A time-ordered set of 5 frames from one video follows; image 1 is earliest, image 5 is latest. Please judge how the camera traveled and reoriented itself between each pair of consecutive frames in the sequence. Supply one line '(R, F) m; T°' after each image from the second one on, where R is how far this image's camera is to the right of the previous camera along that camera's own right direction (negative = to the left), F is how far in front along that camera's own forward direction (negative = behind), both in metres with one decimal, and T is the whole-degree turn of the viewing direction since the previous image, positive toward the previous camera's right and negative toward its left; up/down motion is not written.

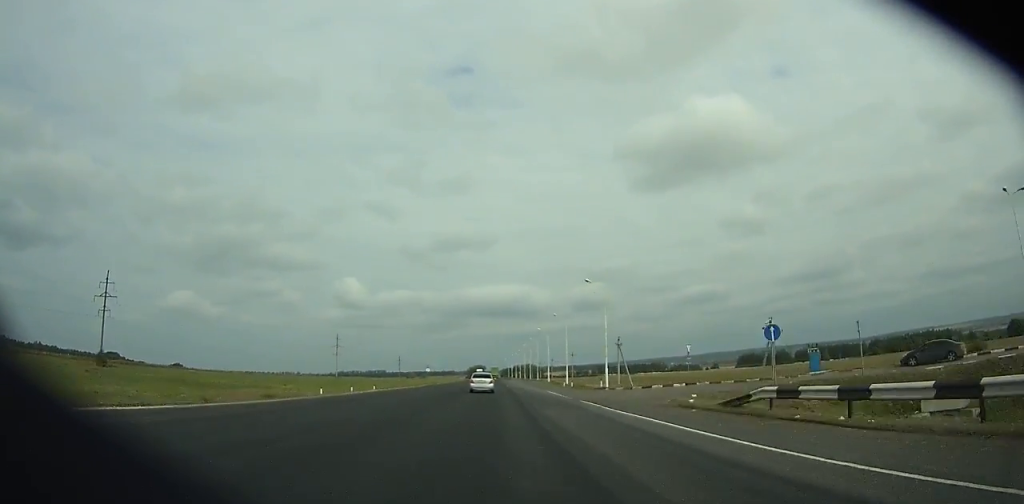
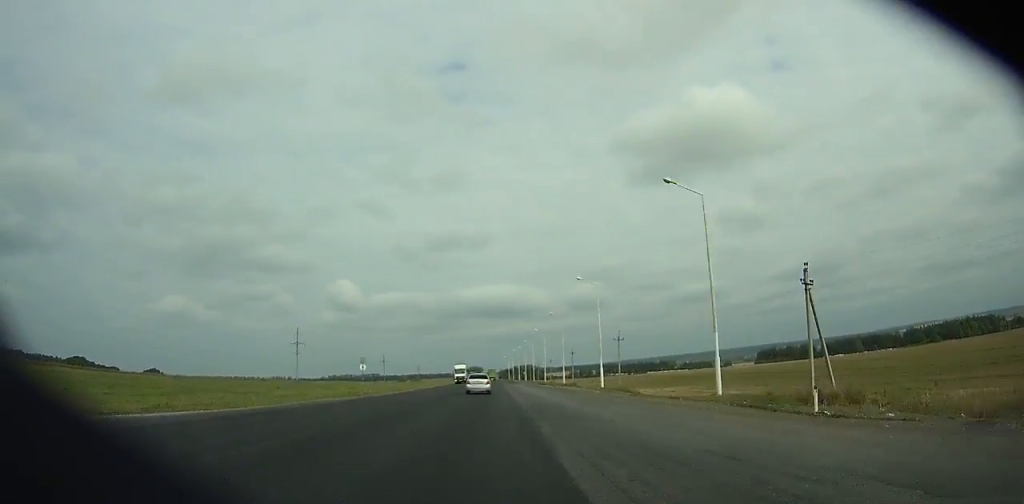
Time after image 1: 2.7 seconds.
(0.0, +59.7) m; 0°
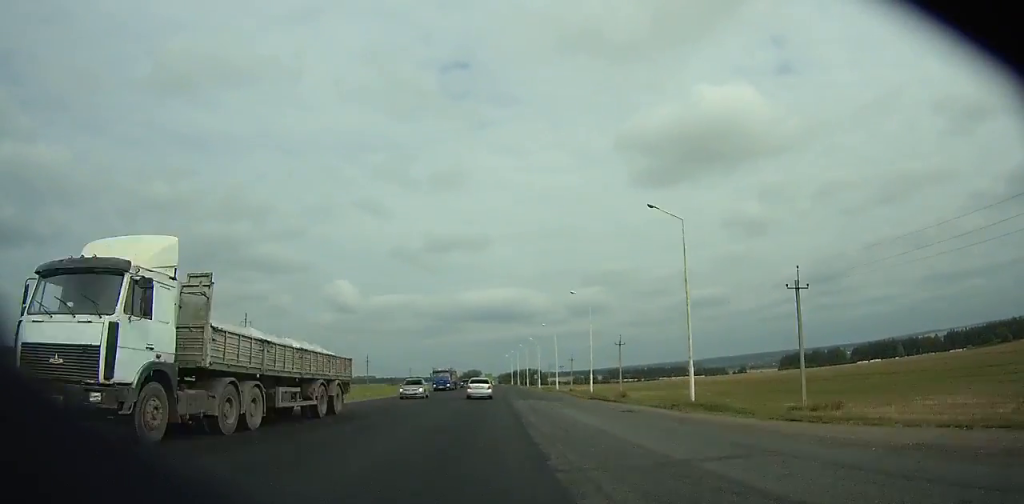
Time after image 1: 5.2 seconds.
(+0.1, +55.6) m; 0°
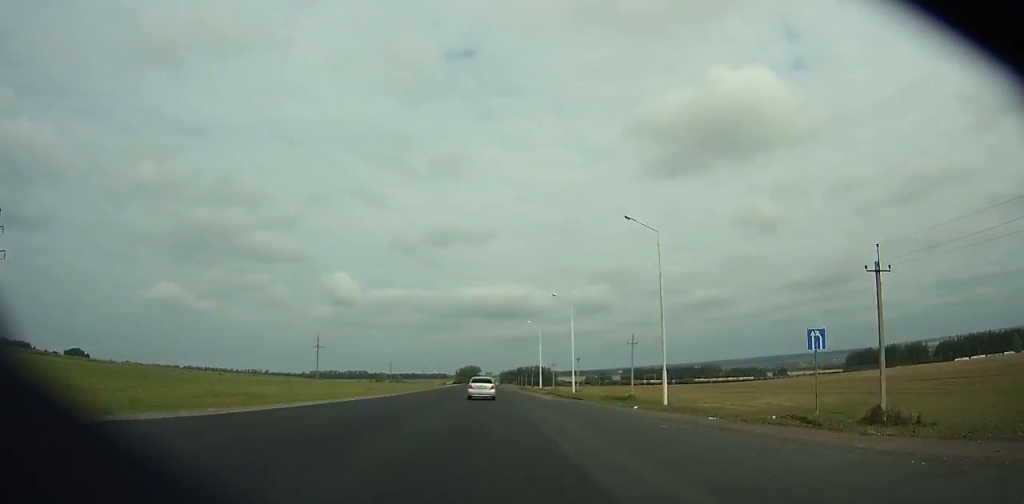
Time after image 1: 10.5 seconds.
(-0.6, +117.8) m; 0°
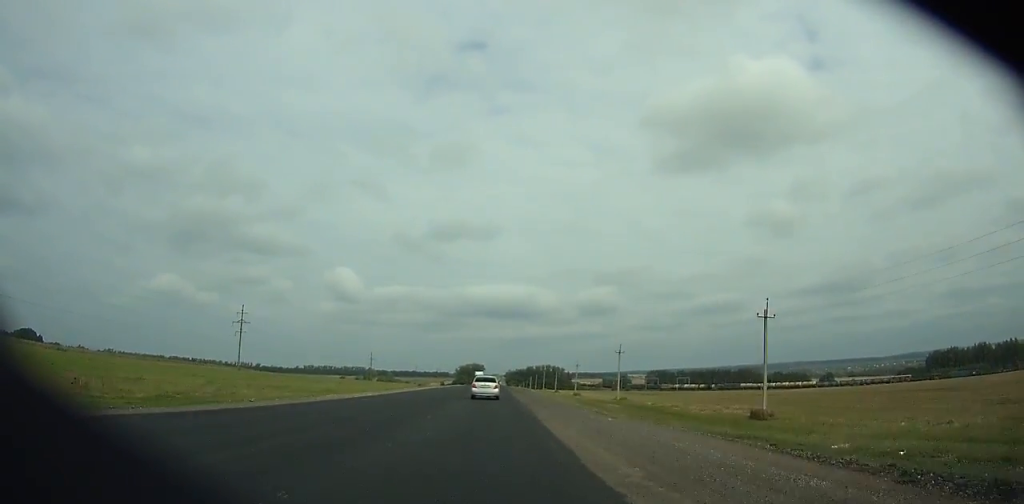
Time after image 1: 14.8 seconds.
(+0.3, +94.8) m; 0°
